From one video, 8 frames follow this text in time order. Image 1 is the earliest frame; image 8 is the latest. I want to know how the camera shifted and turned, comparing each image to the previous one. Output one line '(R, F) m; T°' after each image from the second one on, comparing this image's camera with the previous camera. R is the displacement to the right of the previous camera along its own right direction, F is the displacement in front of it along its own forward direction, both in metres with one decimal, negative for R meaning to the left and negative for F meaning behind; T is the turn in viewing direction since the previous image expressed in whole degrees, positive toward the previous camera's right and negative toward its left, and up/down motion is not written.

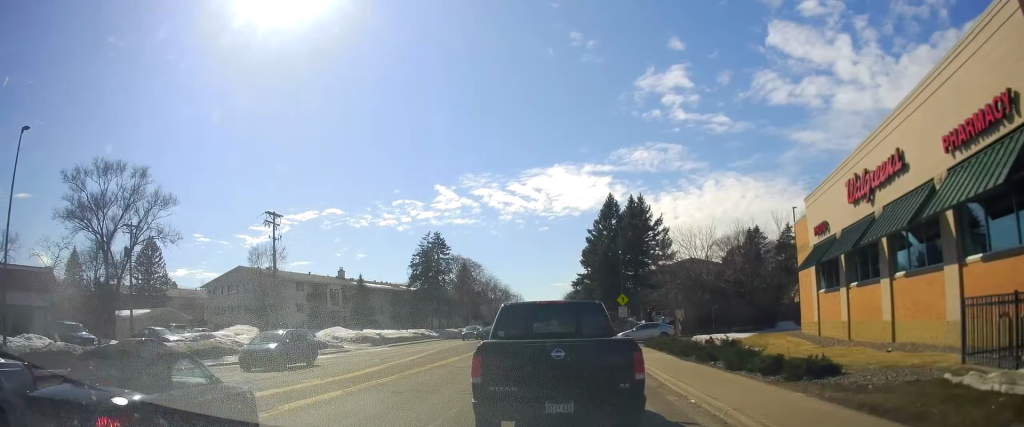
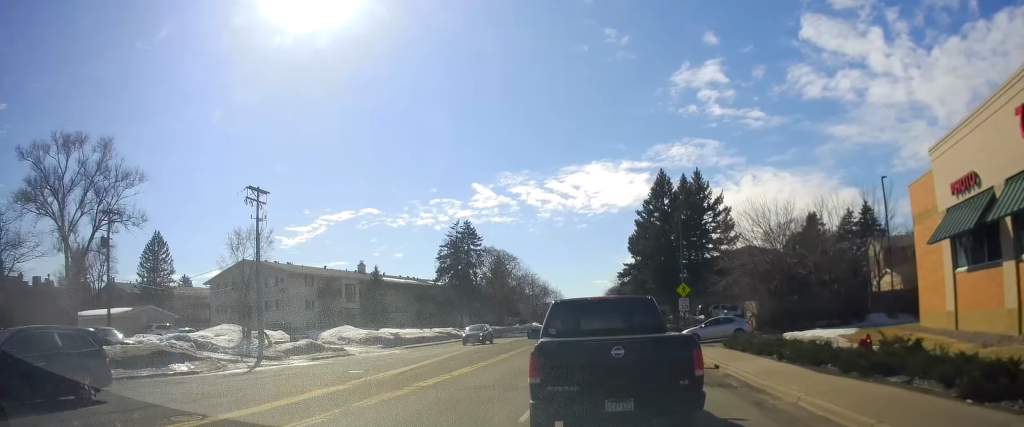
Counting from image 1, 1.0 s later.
(0.0, +8.9) m; 0°
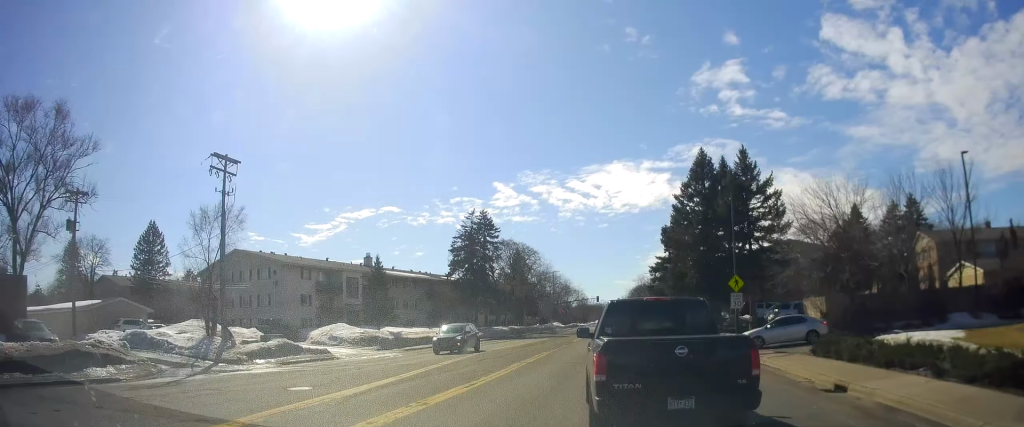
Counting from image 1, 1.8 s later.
(0.0, +6.8) m; 0°
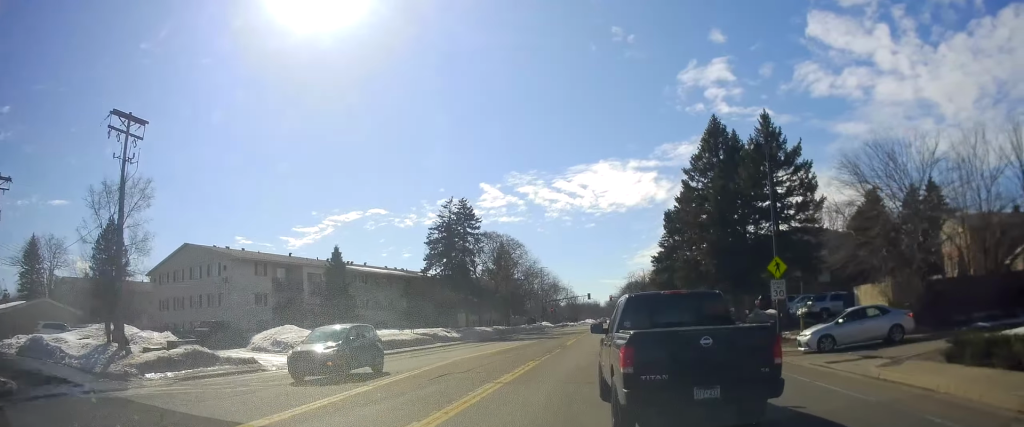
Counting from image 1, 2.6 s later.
(0.0, +7.3) m; 0°
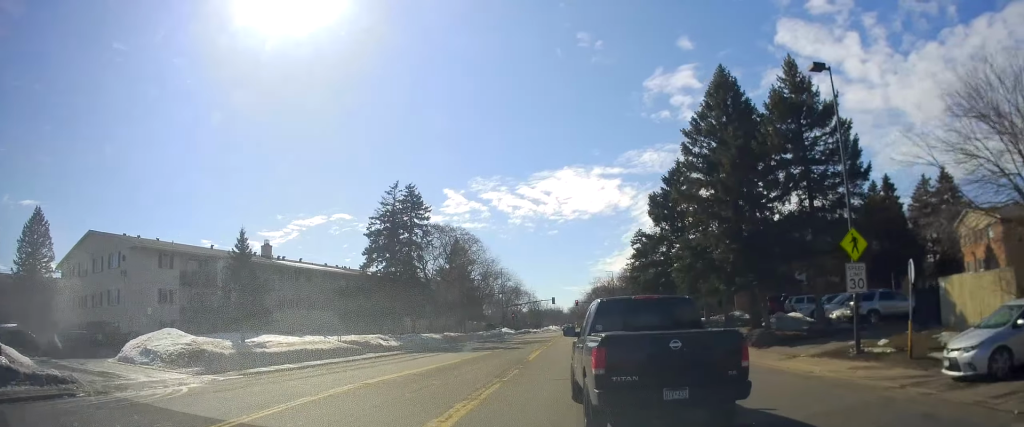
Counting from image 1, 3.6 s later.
(0.0, +9.4) m; 0°
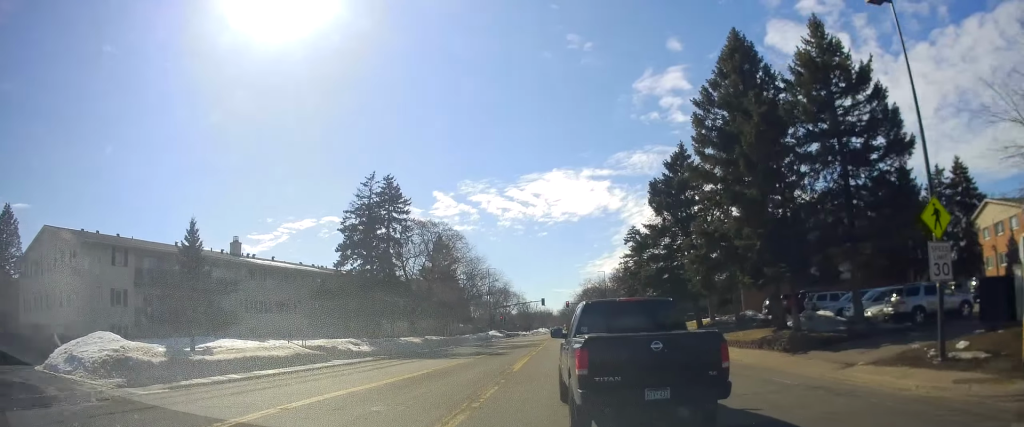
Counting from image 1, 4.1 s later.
(0.0, +4.4) m; 0°
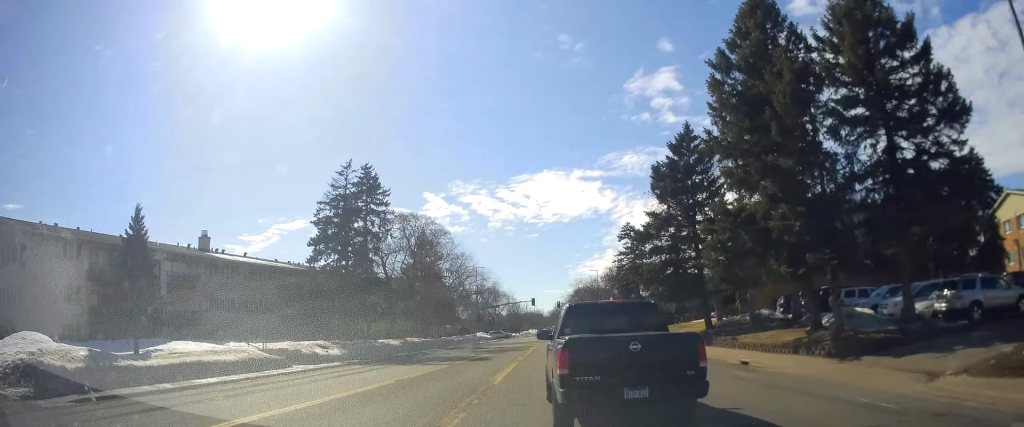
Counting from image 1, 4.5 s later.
(0.0, +4.2) m; 0°
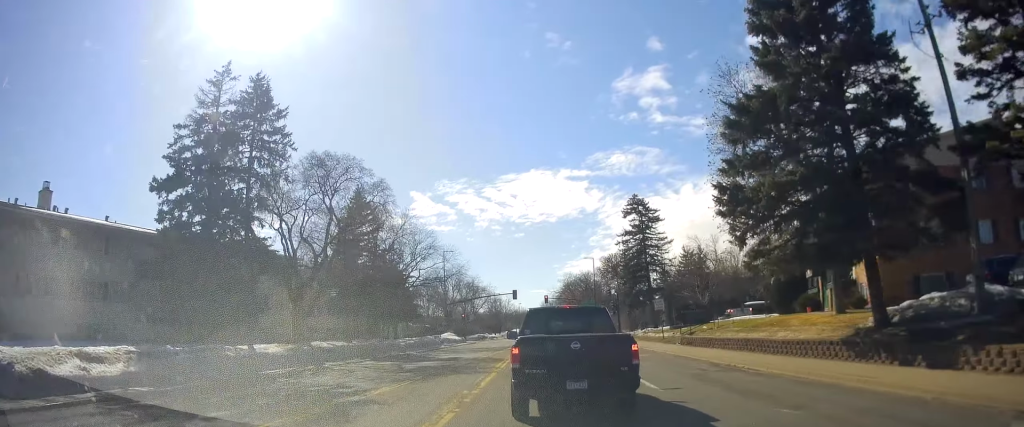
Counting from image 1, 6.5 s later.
(0.0, +19.3) m; 0°
